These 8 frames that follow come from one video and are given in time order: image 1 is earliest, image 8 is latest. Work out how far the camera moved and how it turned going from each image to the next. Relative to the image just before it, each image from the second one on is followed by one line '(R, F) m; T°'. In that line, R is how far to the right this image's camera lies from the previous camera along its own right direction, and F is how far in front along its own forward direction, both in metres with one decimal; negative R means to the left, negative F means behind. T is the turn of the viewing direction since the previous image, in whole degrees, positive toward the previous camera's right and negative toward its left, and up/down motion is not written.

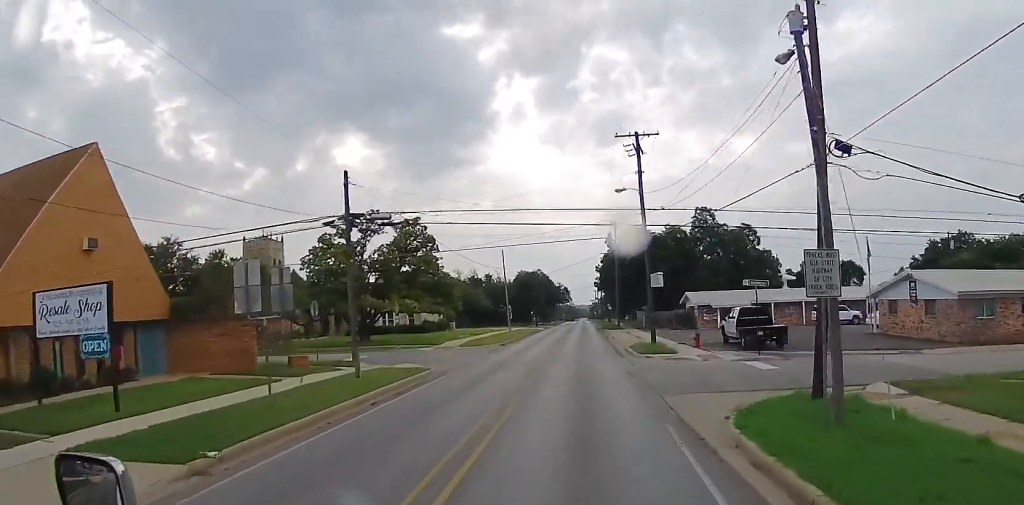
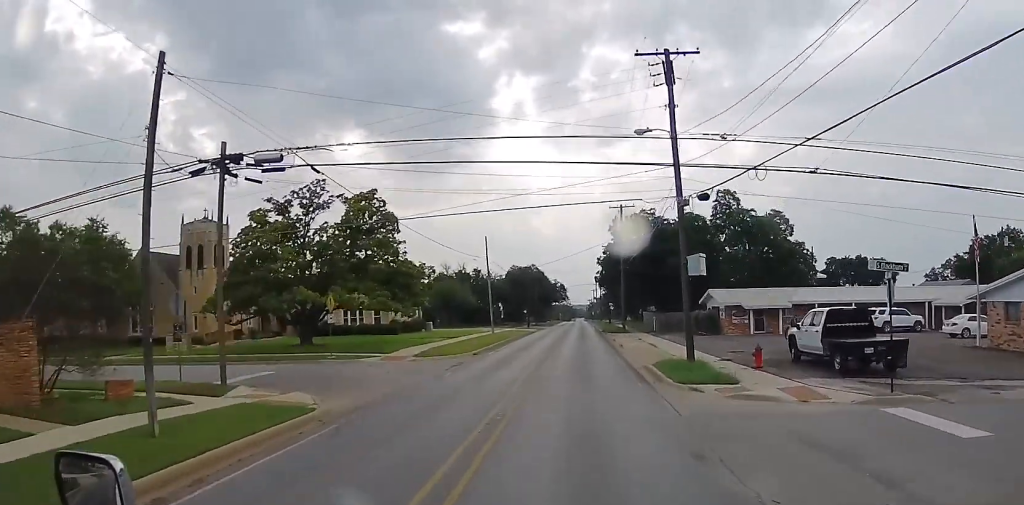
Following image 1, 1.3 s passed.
(+0.7, +11.5) m; +3°
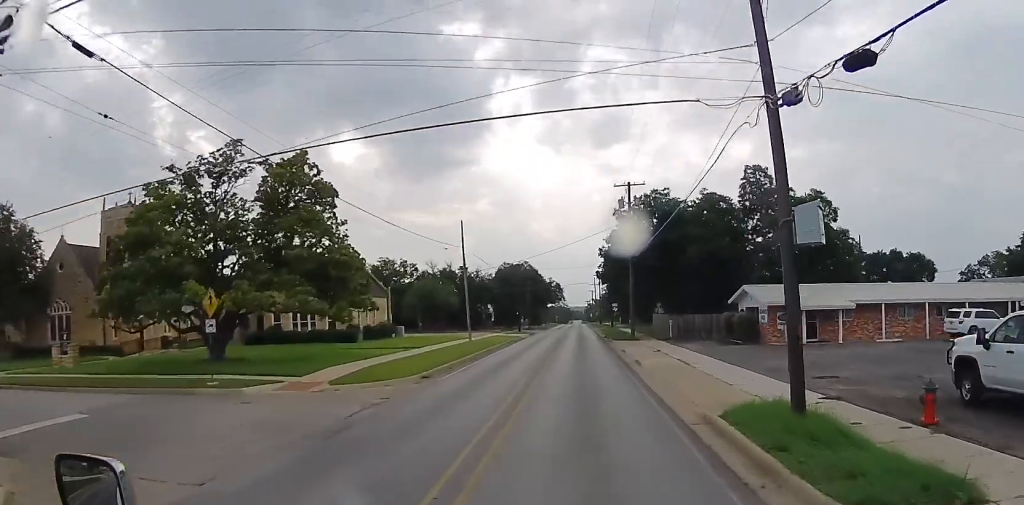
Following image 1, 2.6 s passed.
(0.0, +12.1) m; 0°
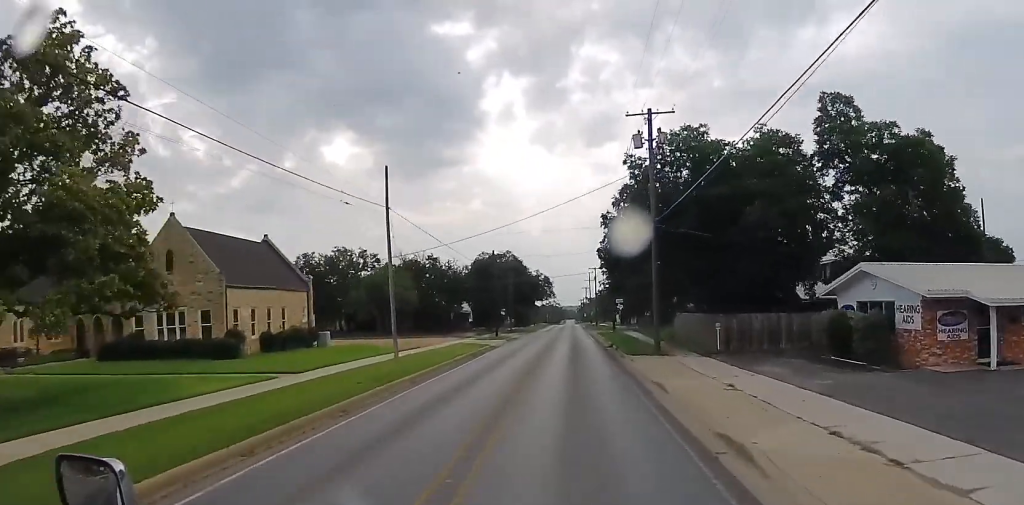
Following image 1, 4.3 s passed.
(-0.5, +18.0) m; -3°
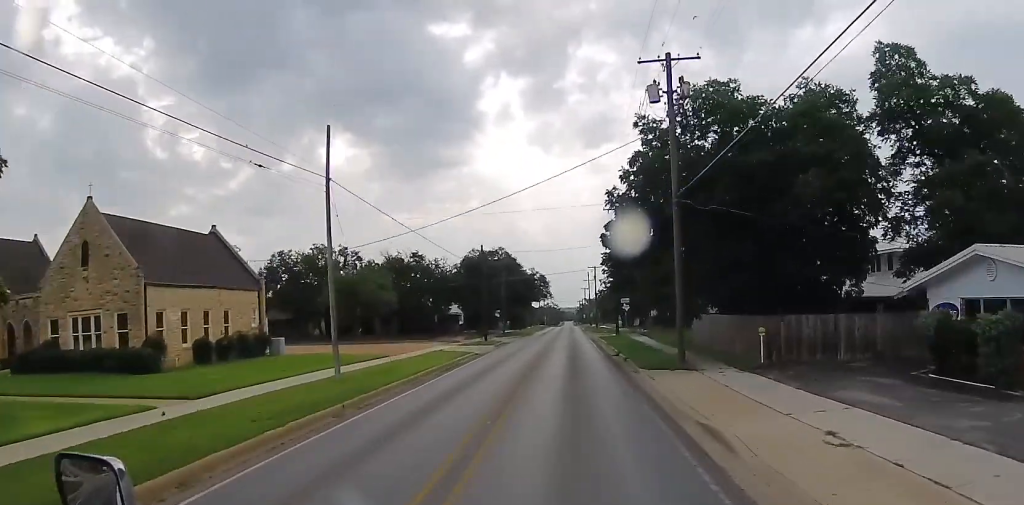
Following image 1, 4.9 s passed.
(-0.3, +7.2) m; 0°
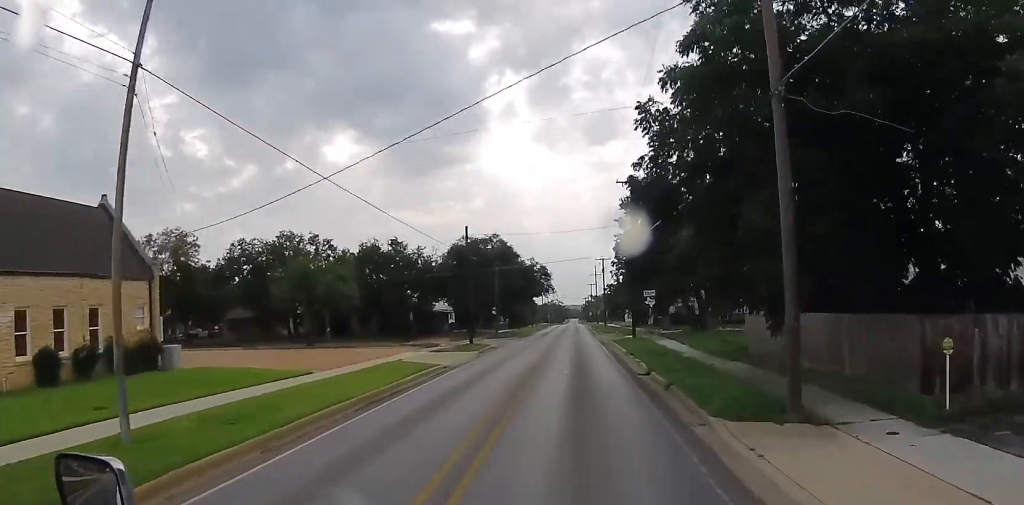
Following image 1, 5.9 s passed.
(+0.5, +11.4) m; +3°
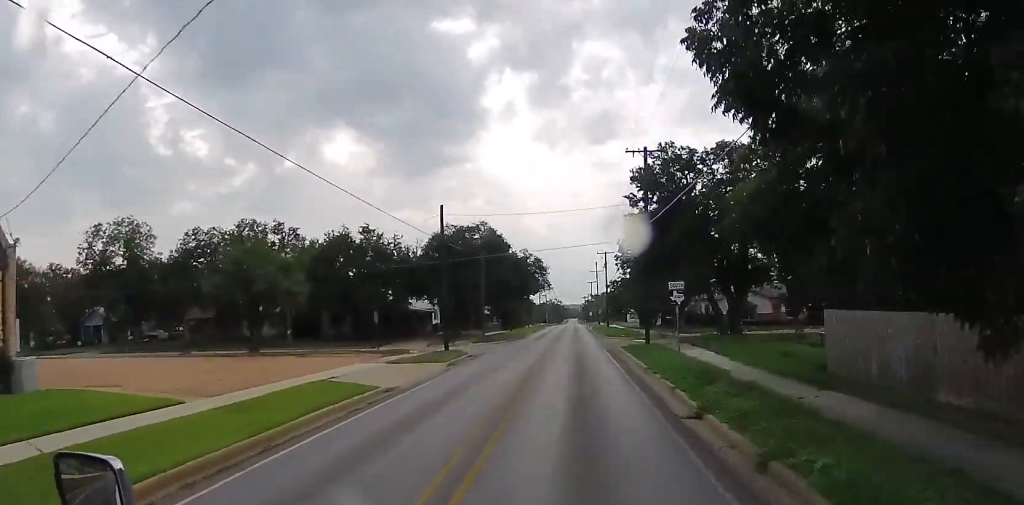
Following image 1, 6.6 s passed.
(0.0, +9.0) m; 0°
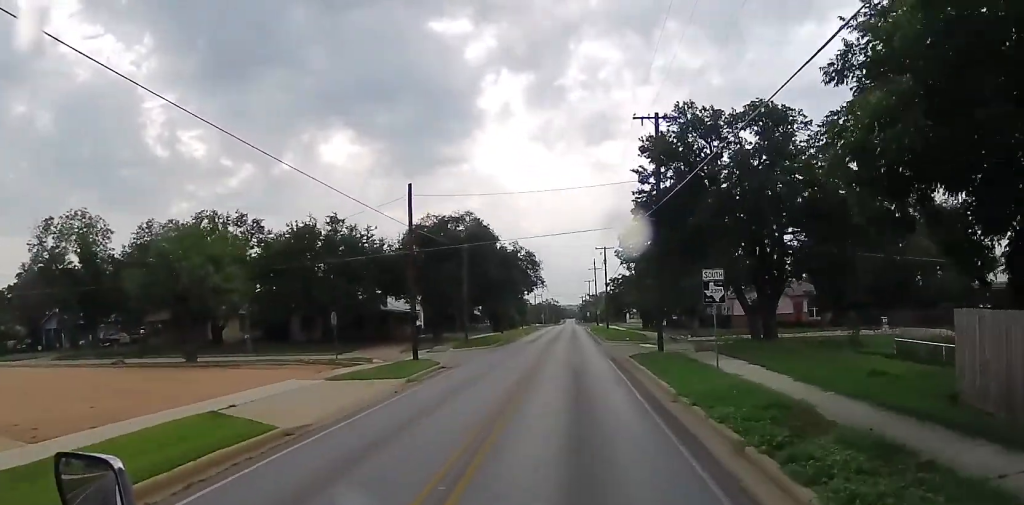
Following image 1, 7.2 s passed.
(0.0, +7.2) m; 0°
